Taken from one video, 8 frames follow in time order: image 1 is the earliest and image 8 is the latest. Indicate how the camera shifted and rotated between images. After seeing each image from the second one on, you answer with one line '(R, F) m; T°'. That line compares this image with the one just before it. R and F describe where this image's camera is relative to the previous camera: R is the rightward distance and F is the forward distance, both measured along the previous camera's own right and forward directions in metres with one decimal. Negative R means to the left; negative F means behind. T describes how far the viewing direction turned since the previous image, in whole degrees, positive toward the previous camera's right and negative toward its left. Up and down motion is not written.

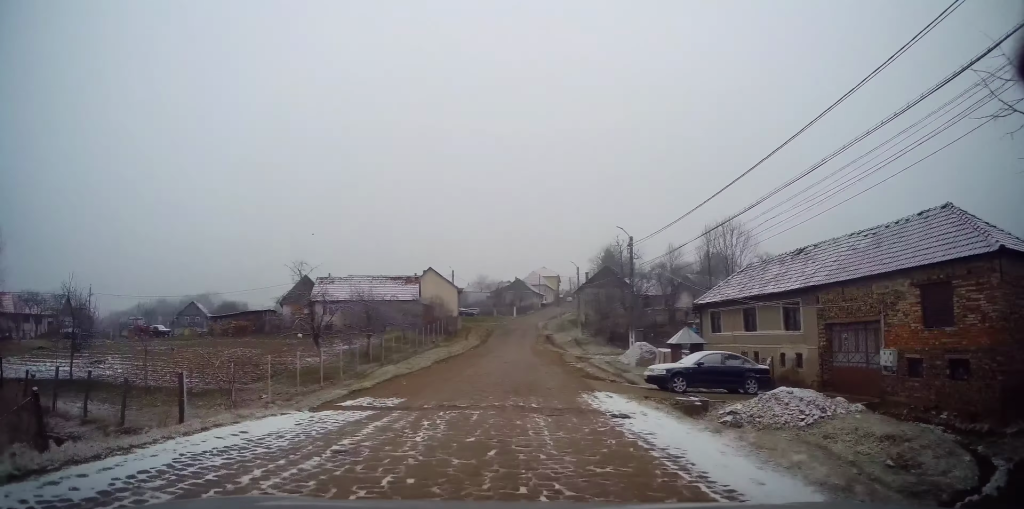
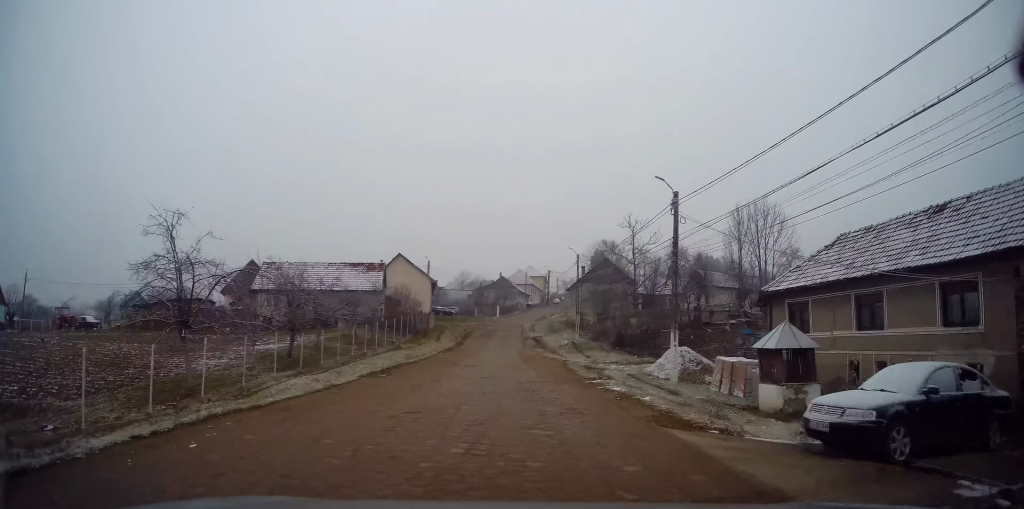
(0.0, +11.9) m; +1°
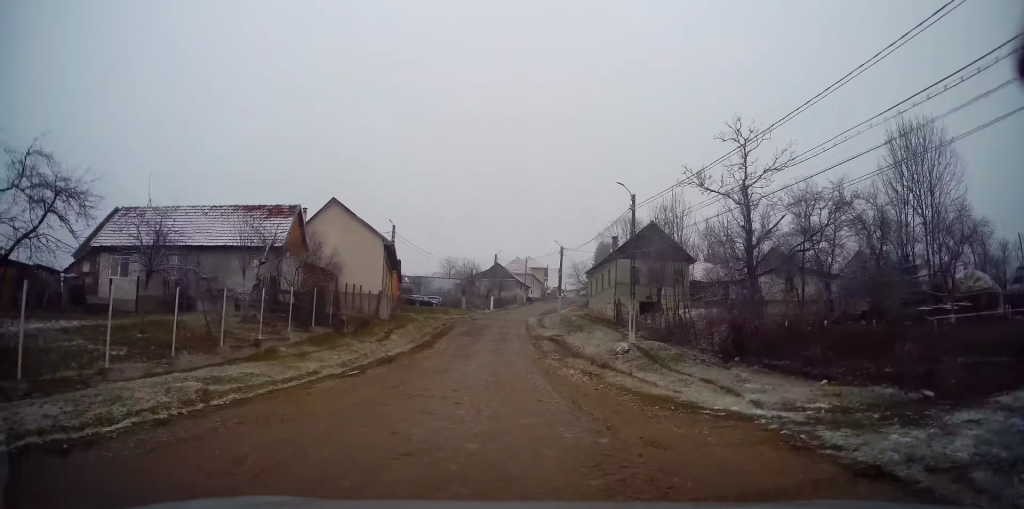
(-0.2, +21.8) m; 0°
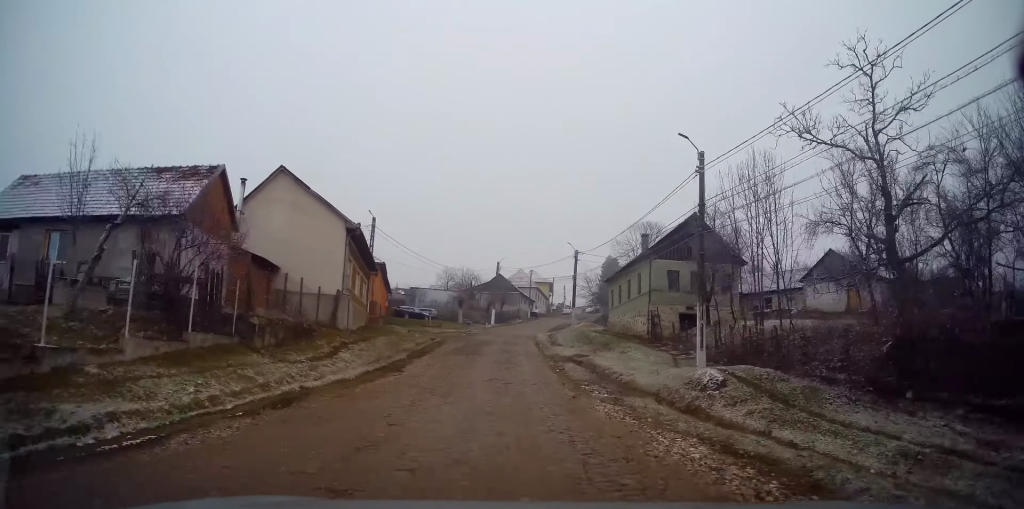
(+0.2, +9.7) m; +2°
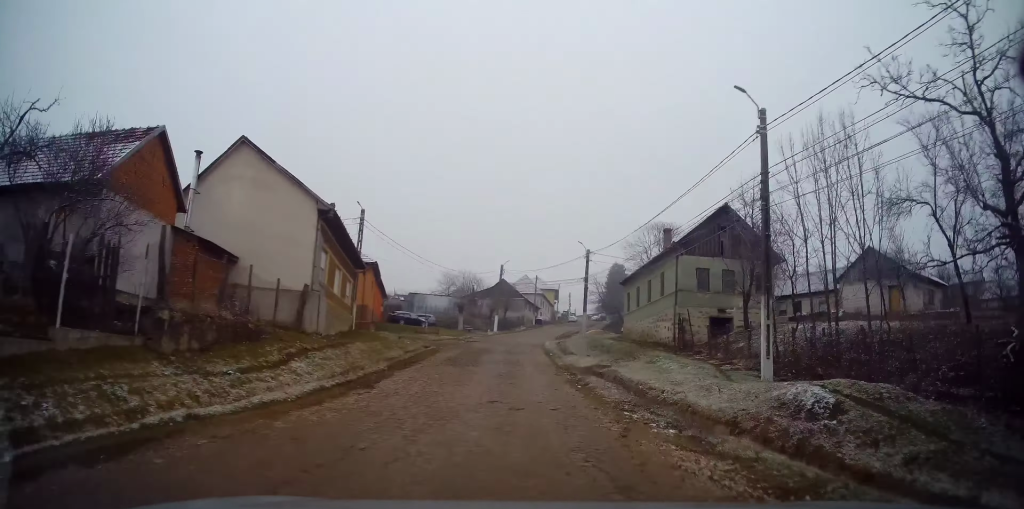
(+0.1, +4.8) m; -1°
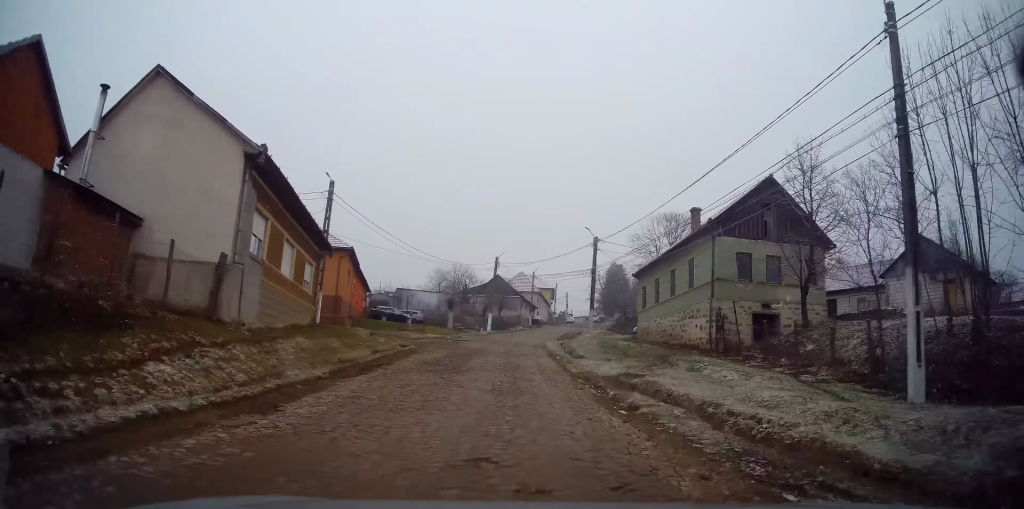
(0.0, +6.1) m; -1°
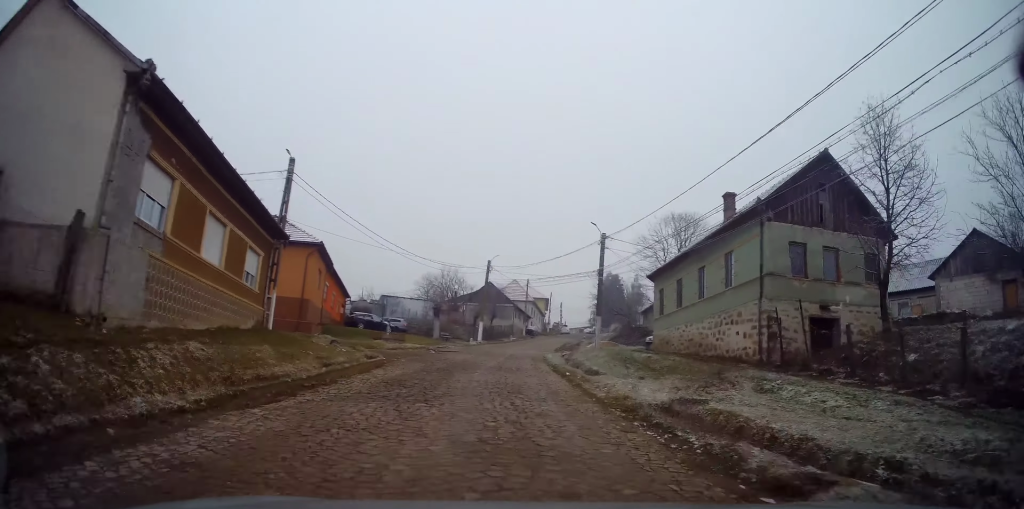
(-0.2, +5.6) m; 0°
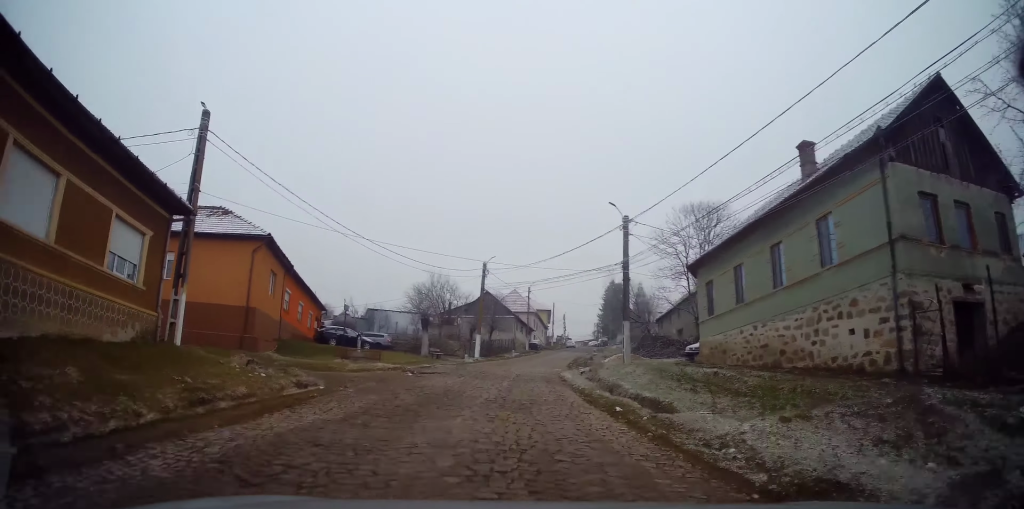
(+0.1, +7.6) m; +1°
